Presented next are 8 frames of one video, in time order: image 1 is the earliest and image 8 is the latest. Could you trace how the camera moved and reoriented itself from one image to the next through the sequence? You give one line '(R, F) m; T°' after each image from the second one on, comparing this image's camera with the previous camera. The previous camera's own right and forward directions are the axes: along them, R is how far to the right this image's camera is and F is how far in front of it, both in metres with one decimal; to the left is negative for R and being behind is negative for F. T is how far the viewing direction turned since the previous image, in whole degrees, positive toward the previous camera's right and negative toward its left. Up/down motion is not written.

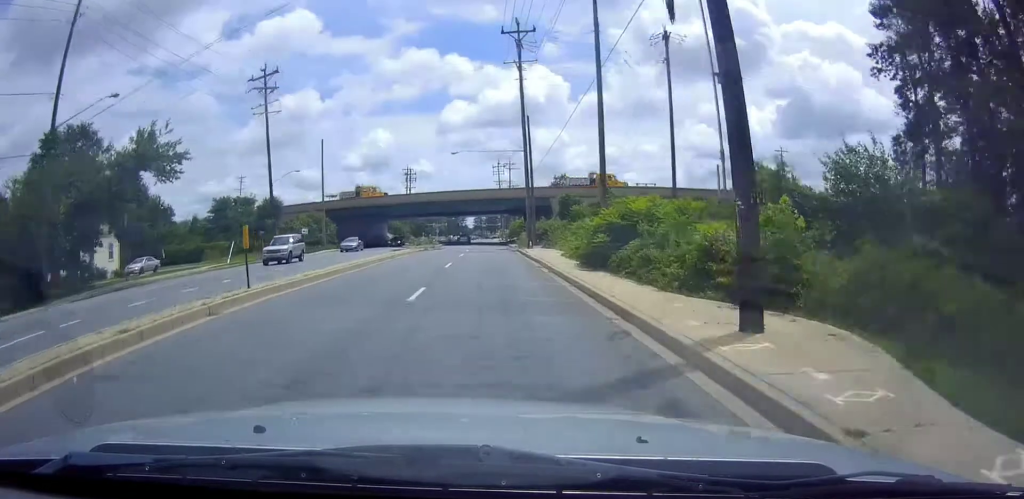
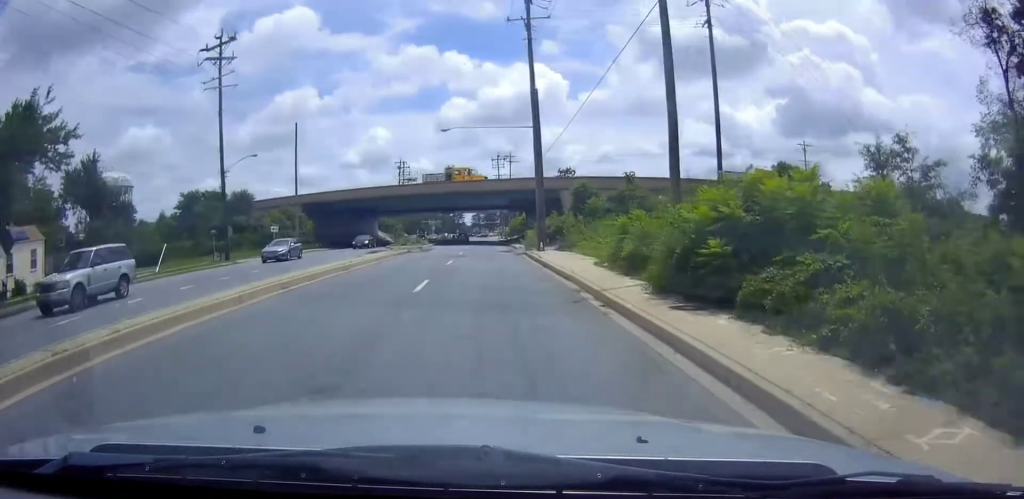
(+0.1, +10.6) m; +1°
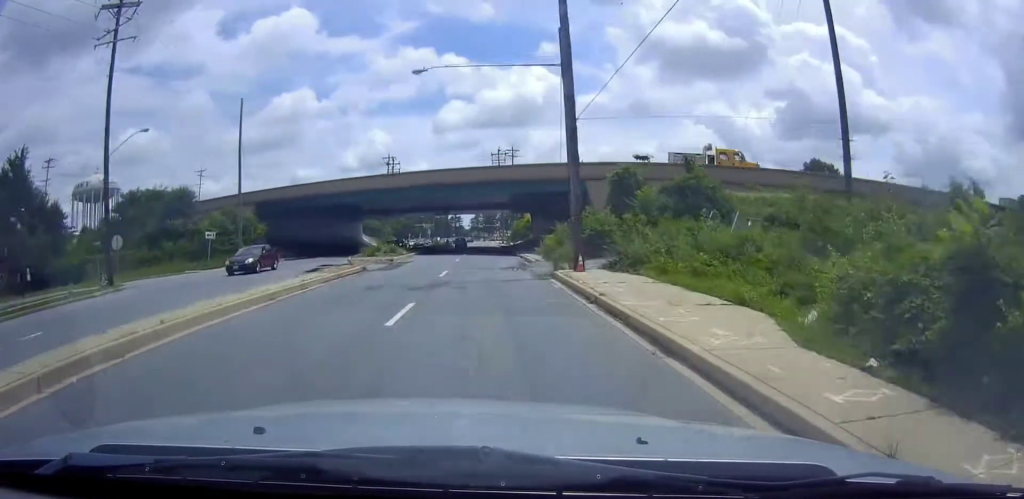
(+0.3, +16.1) m; 0°
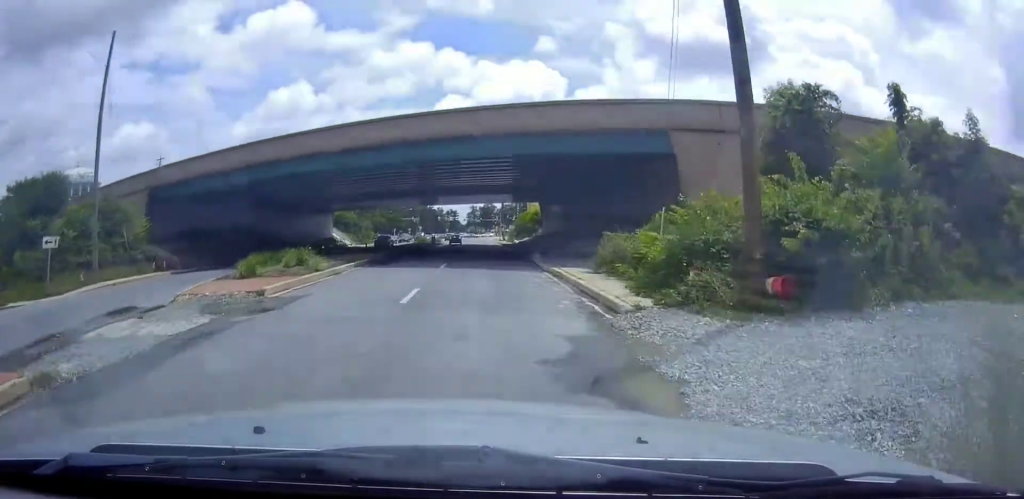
(0.0, +21.3) m; 0°
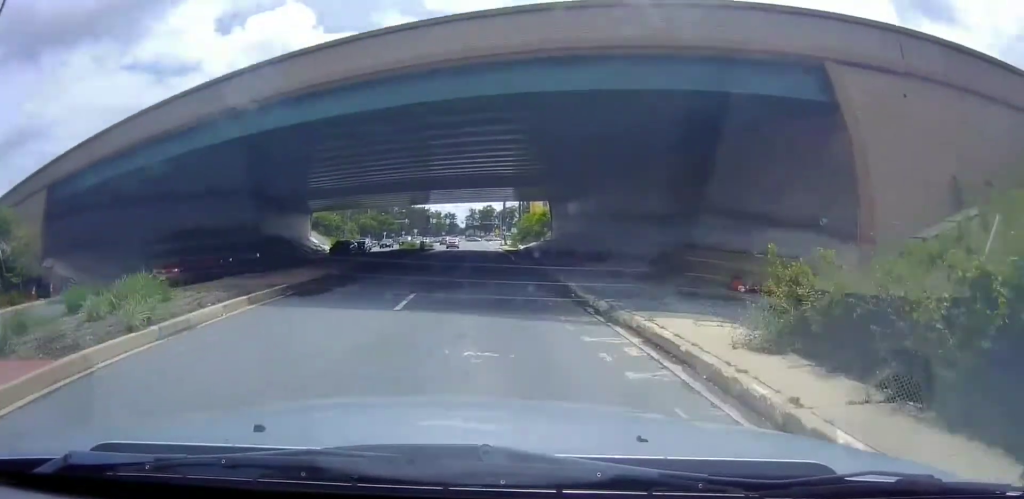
(-0.2, +11.8) m; -2°
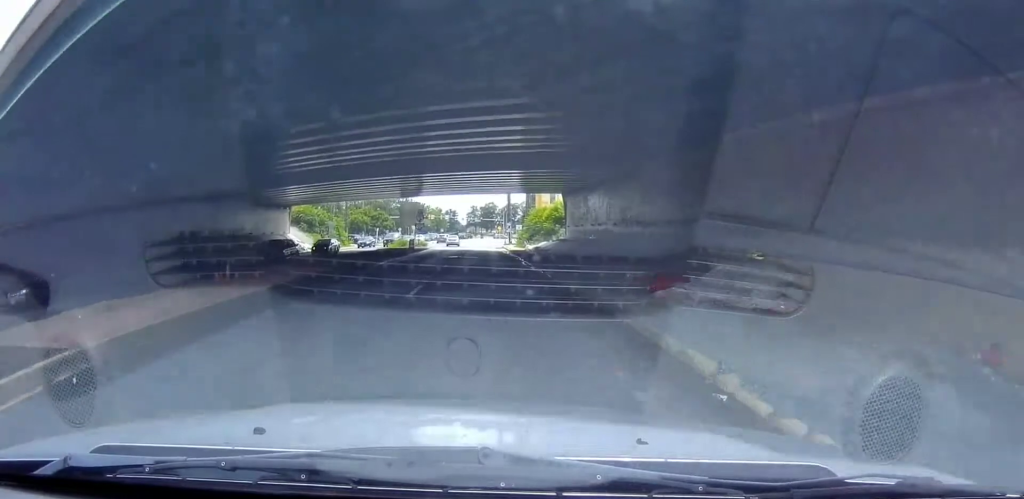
(-0.2, +9.9) m; -1°
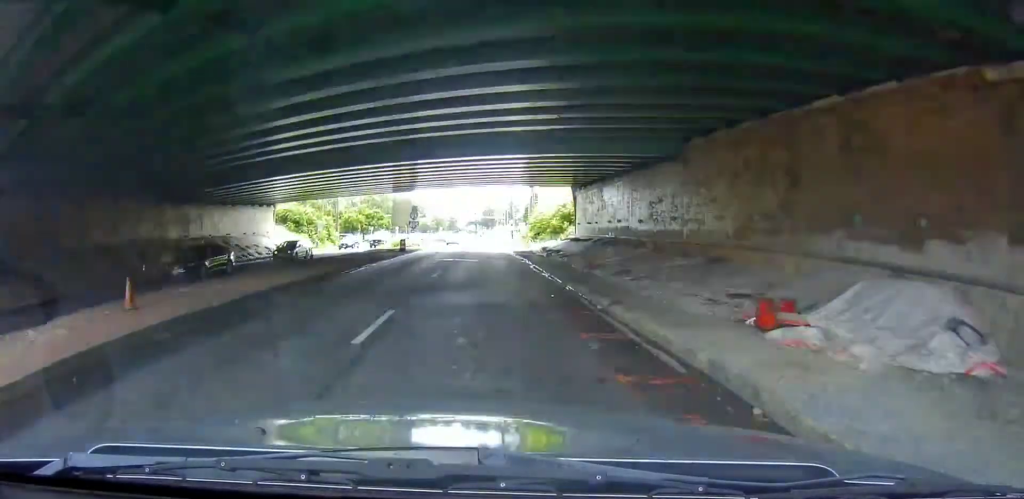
(0.0, +5.8) m; 0°
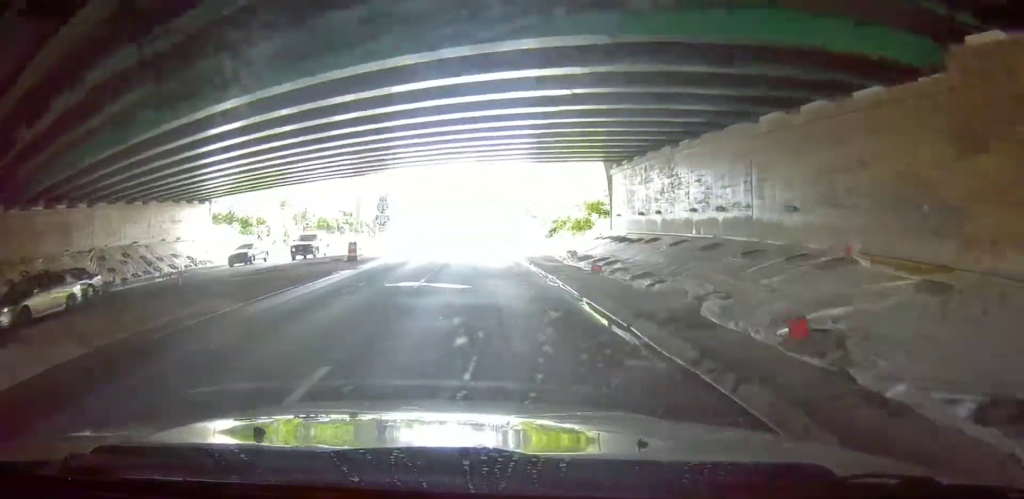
(+0.1, +16.2) m; 0°
